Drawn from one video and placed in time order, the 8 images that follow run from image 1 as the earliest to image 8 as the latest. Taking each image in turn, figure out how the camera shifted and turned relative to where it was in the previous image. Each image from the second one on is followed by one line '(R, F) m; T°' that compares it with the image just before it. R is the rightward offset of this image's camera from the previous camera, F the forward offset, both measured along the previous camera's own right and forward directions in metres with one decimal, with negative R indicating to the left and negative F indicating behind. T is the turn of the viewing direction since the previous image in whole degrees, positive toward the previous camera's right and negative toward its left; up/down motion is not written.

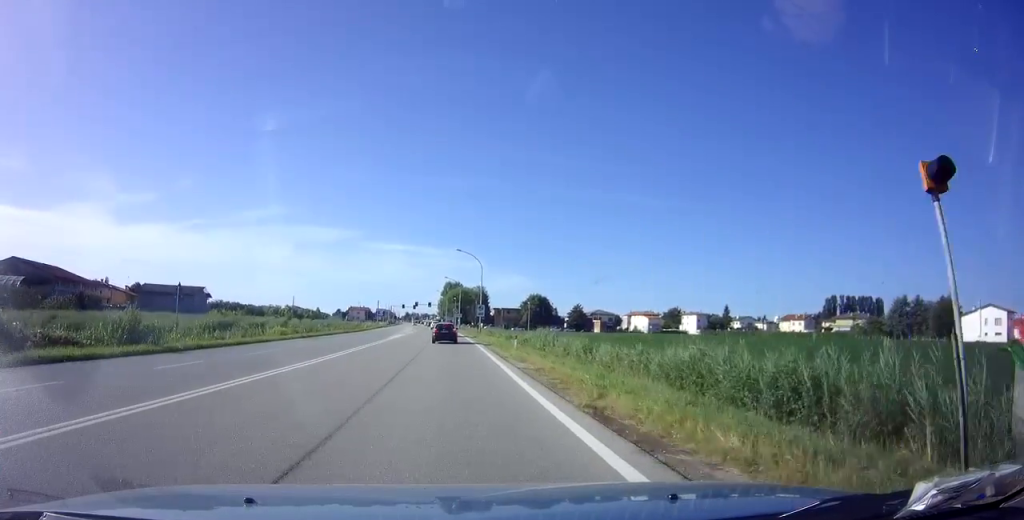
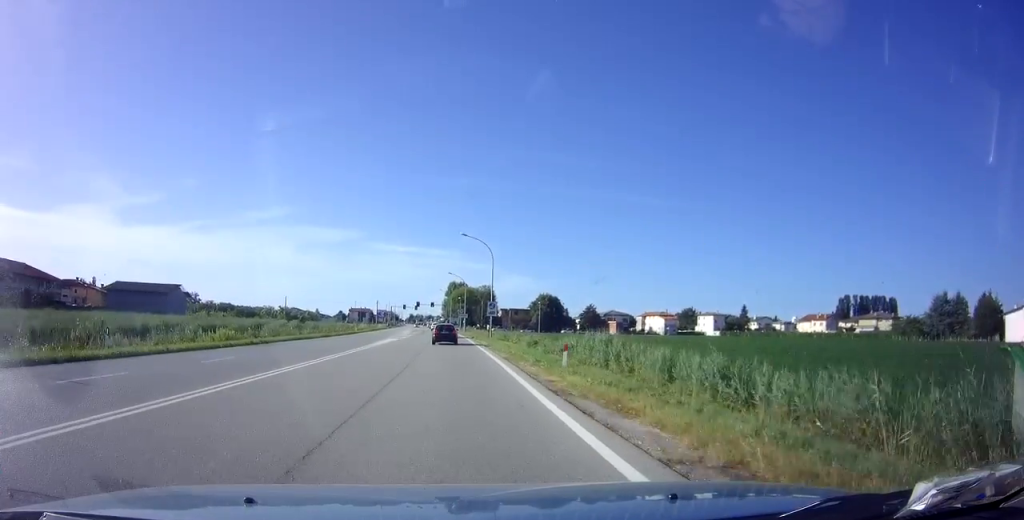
(-0.1, +12.0) m; -1°
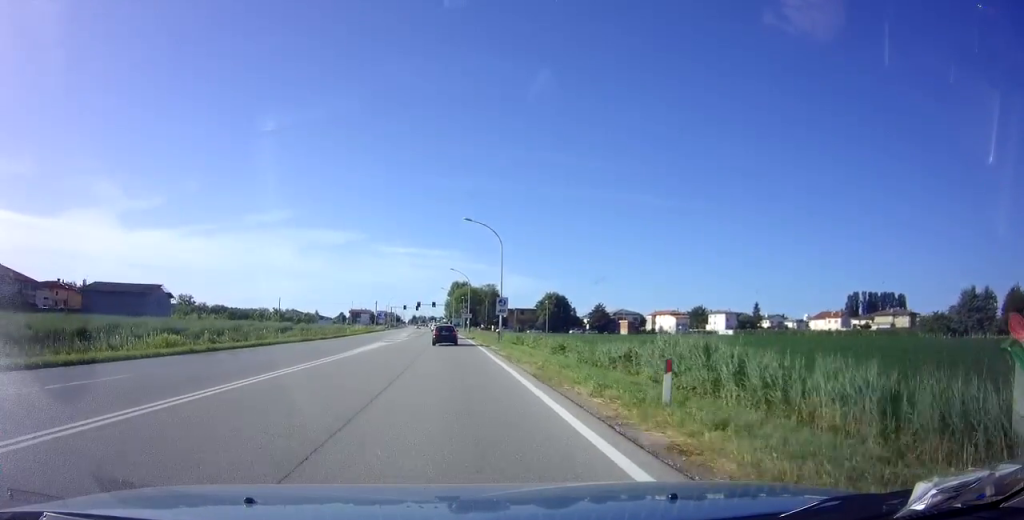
(0.0, +8.5) m; 0°
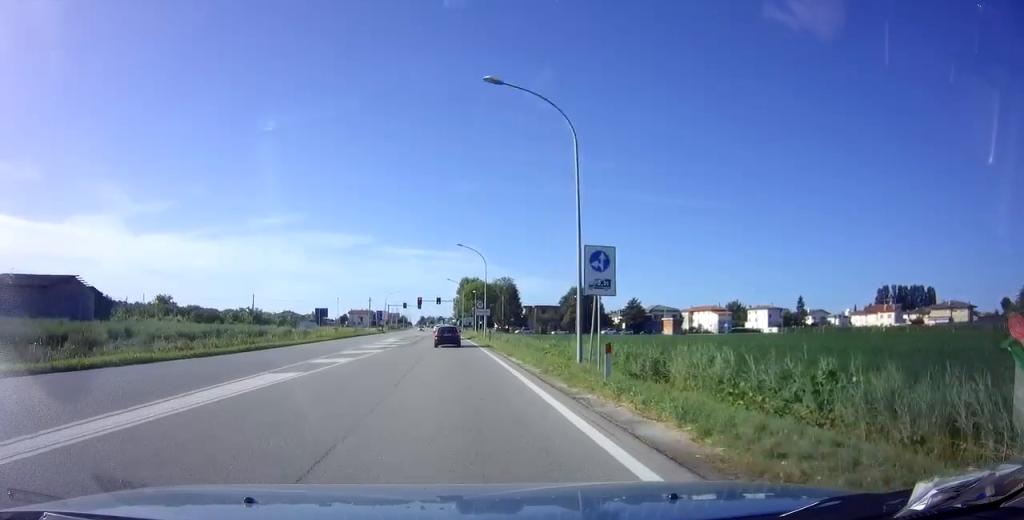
(-0.3, +25.5) m; -1°
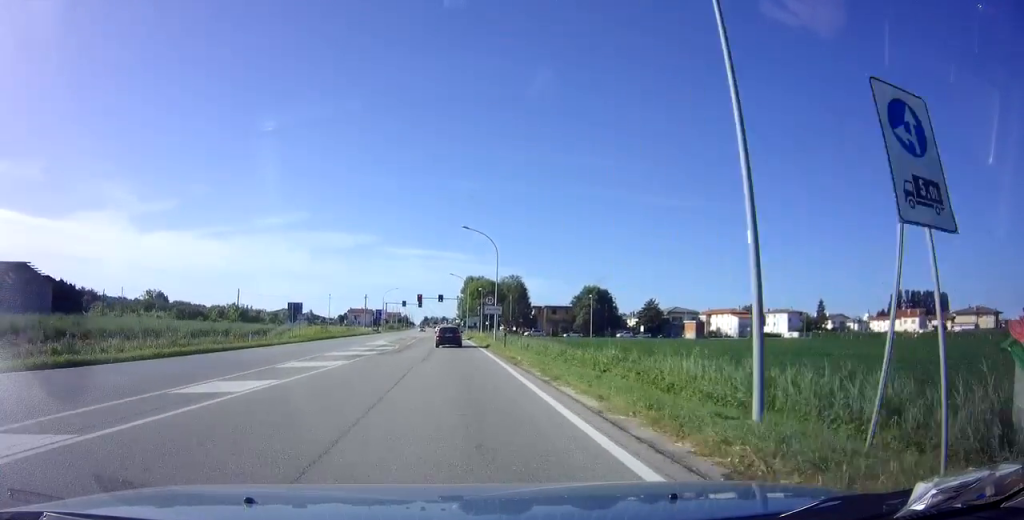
(0.0, +10.5) m; 0°
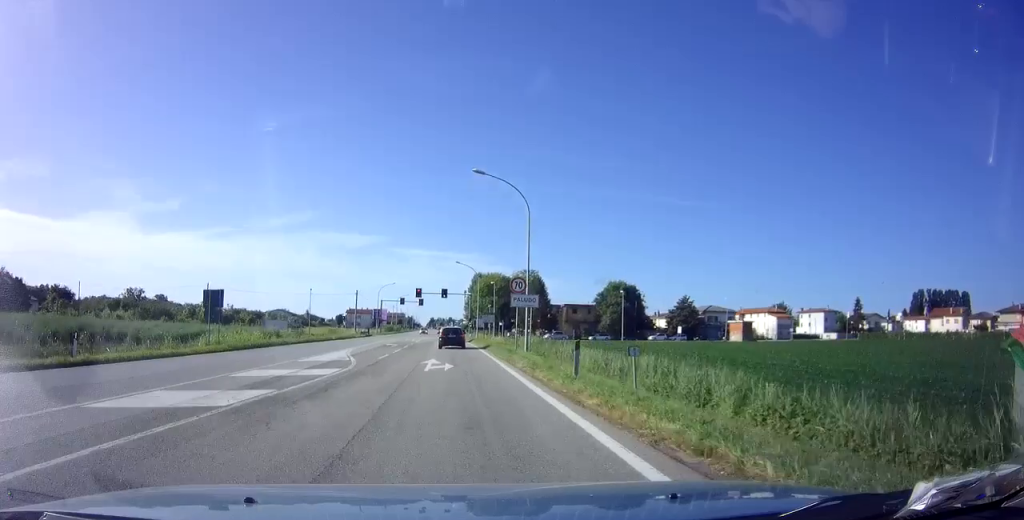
(-0.1, +17.1) m; 0°
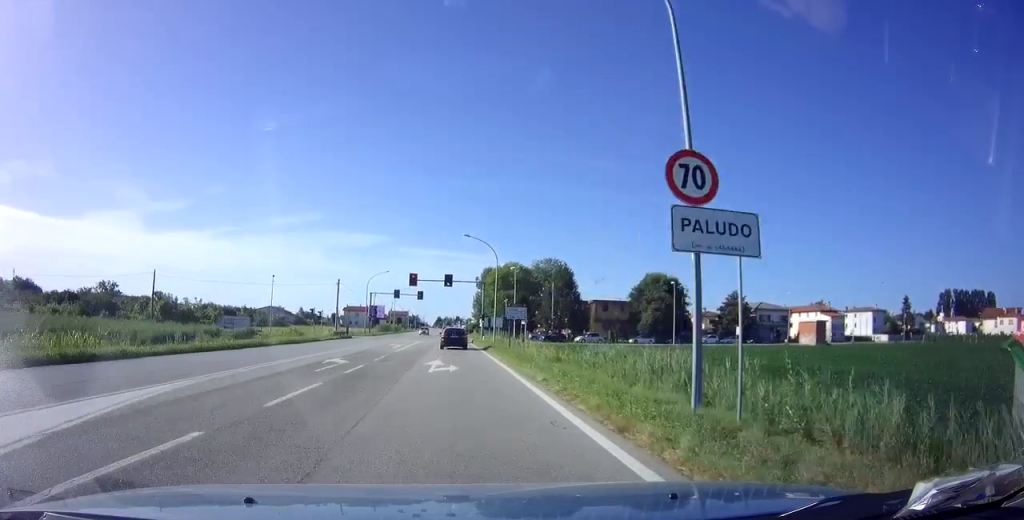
(-0.1, +21.0) m; -1°
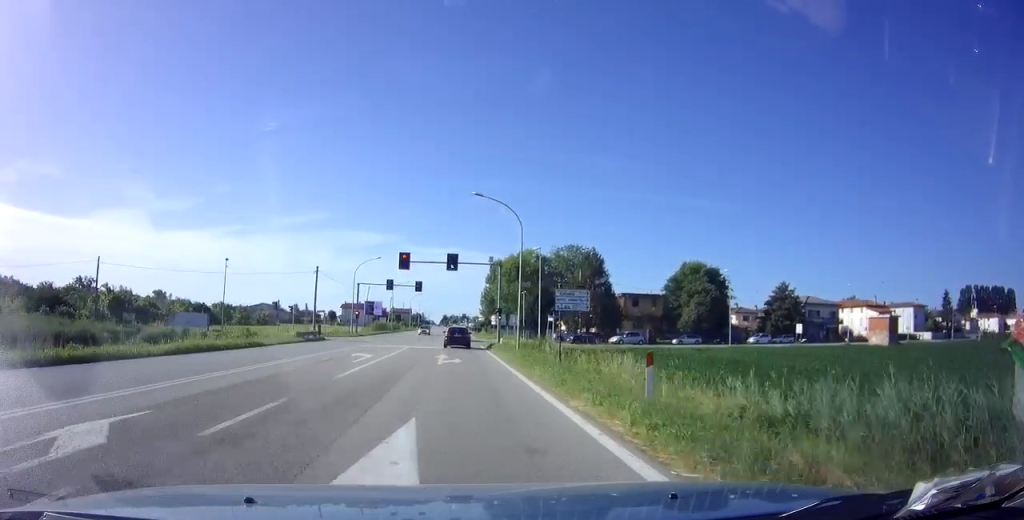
(-0.1, +15.0) m; 0°
